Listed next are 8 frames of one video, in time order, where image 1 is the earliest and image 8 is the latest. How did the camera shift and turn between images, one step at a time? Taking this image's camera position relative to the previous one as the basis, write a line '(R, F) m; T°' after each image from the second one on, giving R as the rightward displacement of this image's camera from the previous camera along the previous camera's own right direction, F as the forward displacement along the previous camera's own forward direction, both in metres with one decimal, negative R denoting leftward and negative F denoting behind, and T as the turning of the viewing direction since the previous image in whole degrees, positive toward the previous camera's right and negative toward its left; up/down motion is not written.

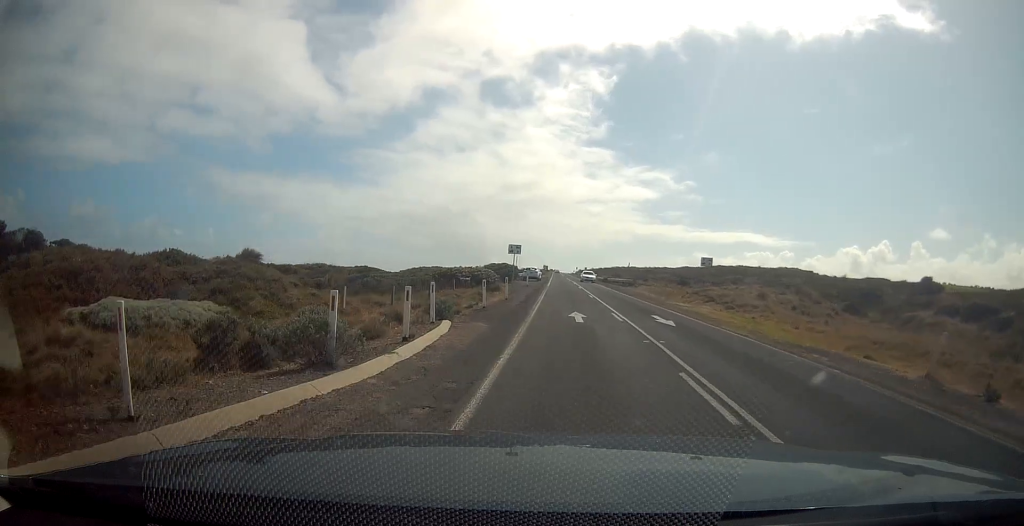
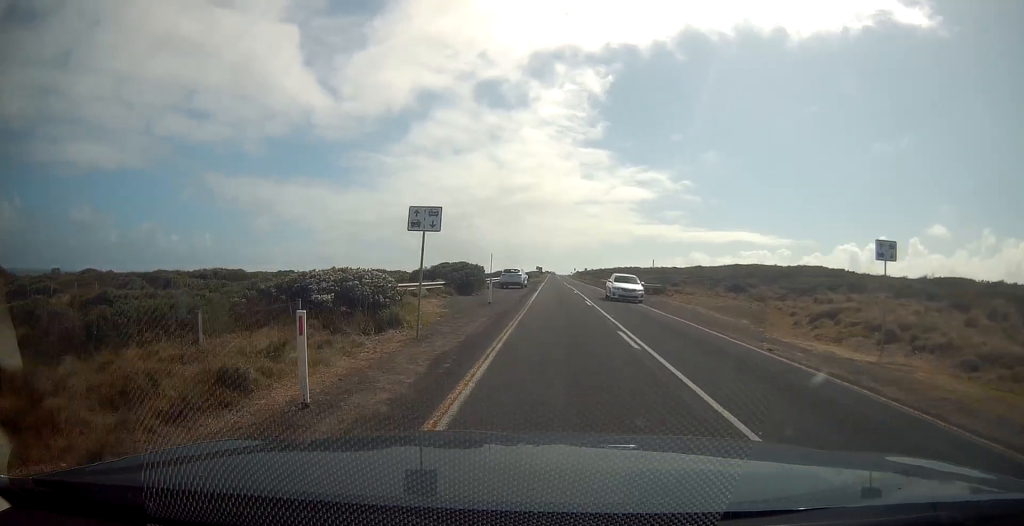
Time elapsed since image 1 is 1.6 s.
(+0.5, +20.5) m; +1°
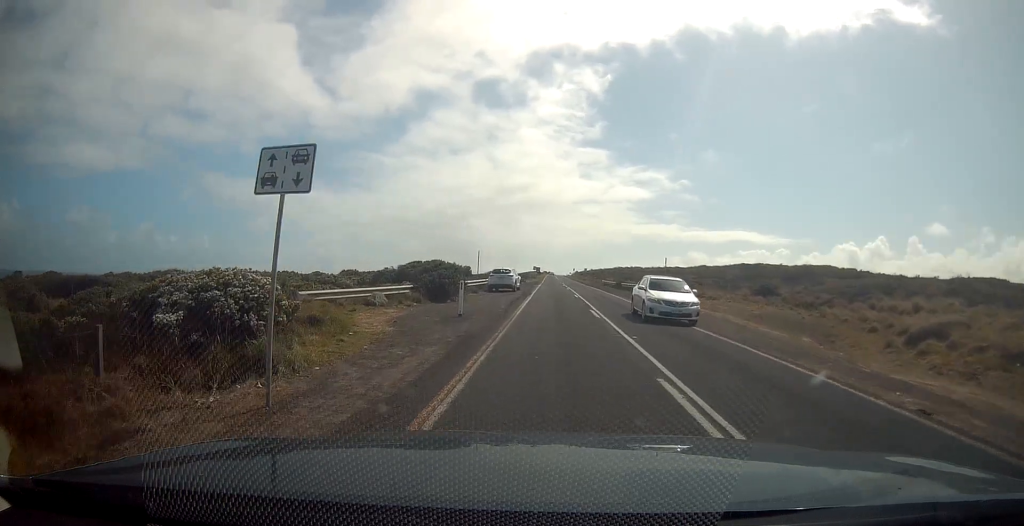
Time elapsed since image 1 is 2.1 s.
(-0.1, +6.5) m; 0°
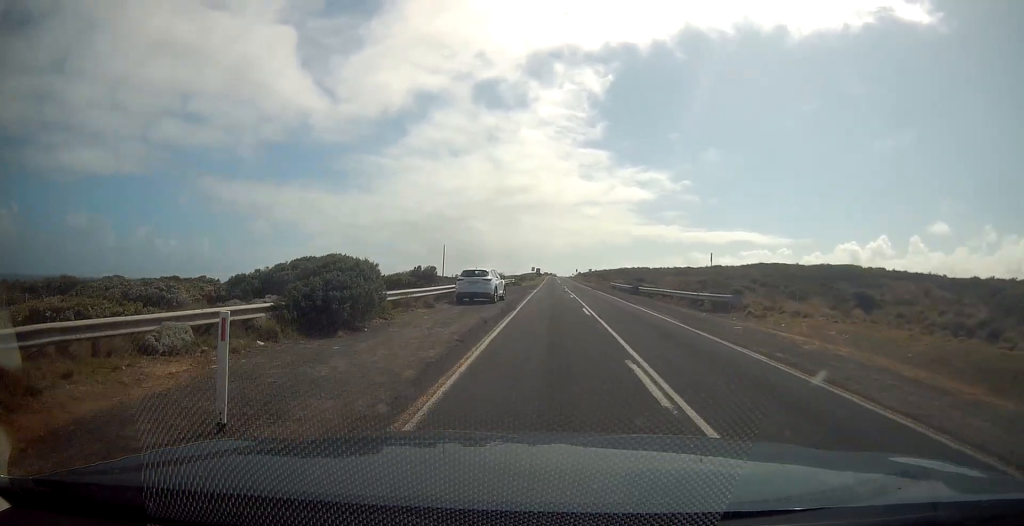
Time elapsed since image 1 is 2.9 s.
(-0.2, +12.4) m; 0°
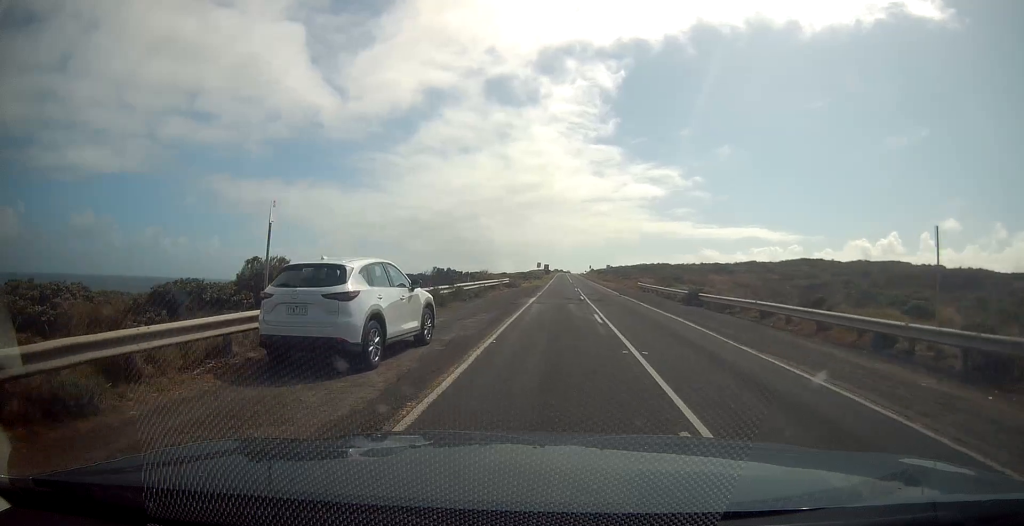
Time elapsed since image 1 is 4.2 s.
(+0.2, +18.2) m; 0°
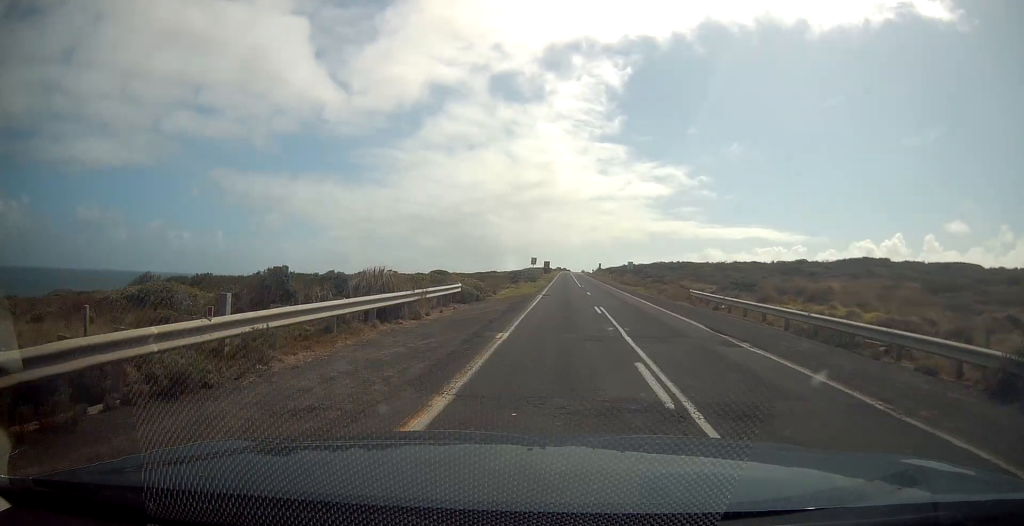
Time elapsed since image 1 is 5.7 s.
(-0.3, +24.1) m; -1°
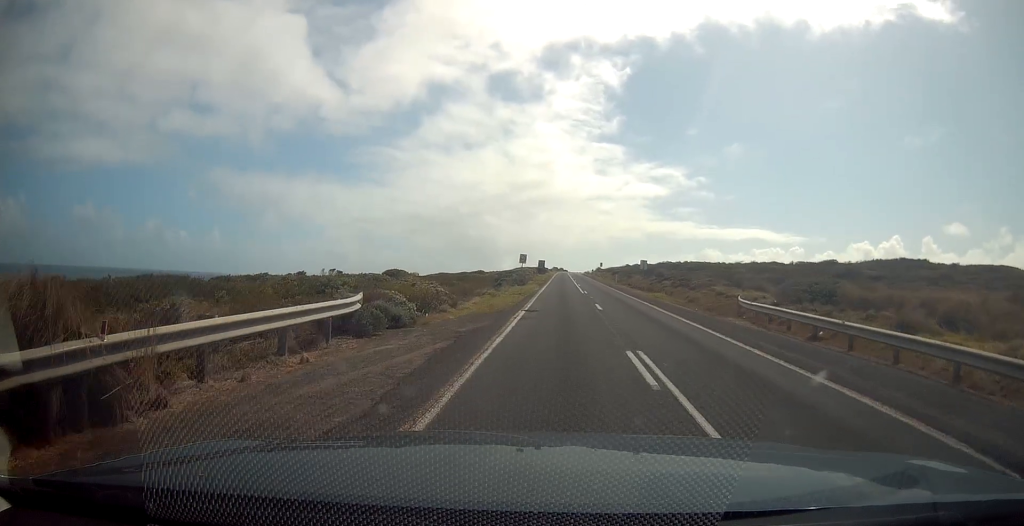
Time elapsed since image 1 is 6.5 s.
(0.0, +12.3) m; 0°
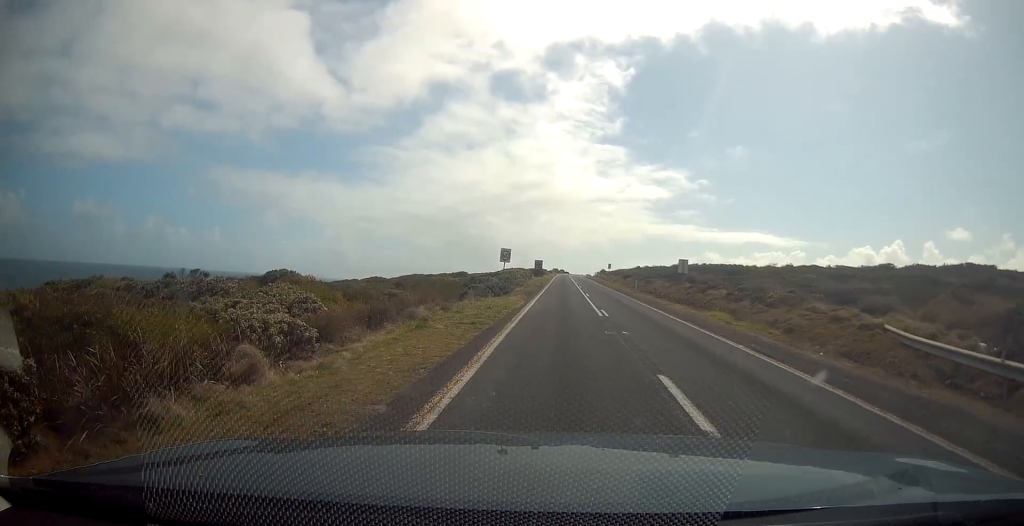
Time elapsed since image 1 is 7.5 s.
(0.0, +15.8) m; 0°
